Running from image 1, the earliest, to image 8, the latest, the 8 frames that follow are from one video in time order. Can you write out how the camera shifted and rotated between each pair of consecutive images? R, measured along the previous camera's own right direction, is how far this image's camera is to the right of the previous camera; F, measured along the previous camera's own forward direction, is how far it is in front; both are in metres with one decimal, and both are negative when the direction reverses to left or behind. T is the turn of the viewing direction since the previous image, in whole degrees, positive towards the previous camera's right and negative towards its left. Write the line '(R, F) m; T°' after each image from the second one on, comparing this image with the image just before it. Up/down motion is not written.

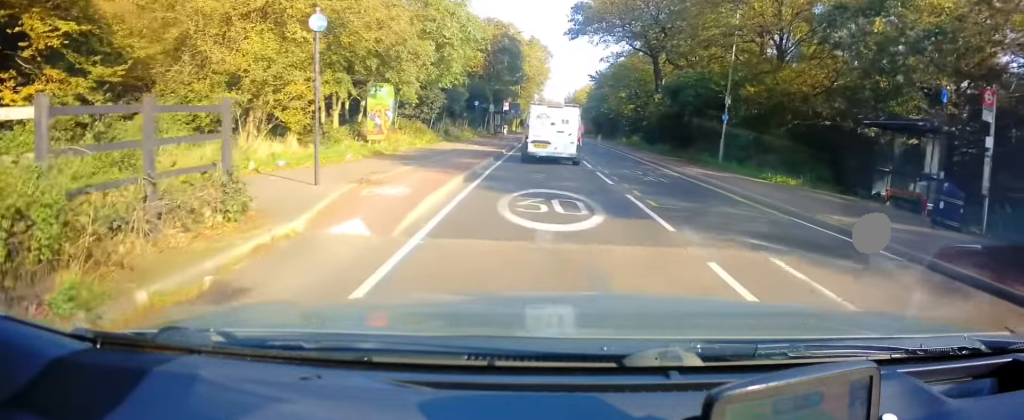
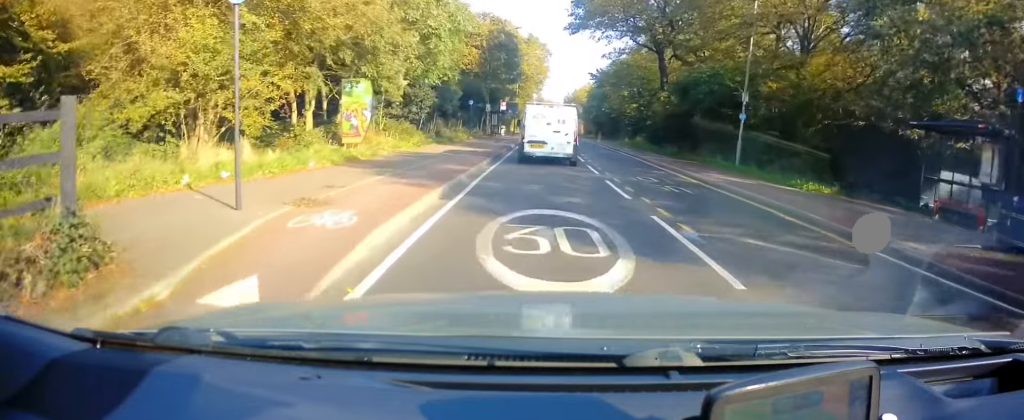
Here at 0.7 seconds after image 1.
(+0.2, +2.7) m; +3°
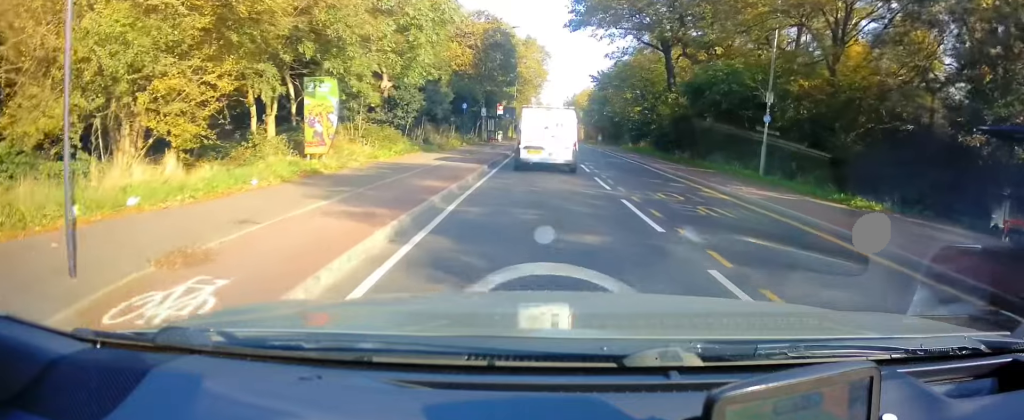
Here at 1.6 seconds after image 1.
(0.0, +3.2) m; -4°
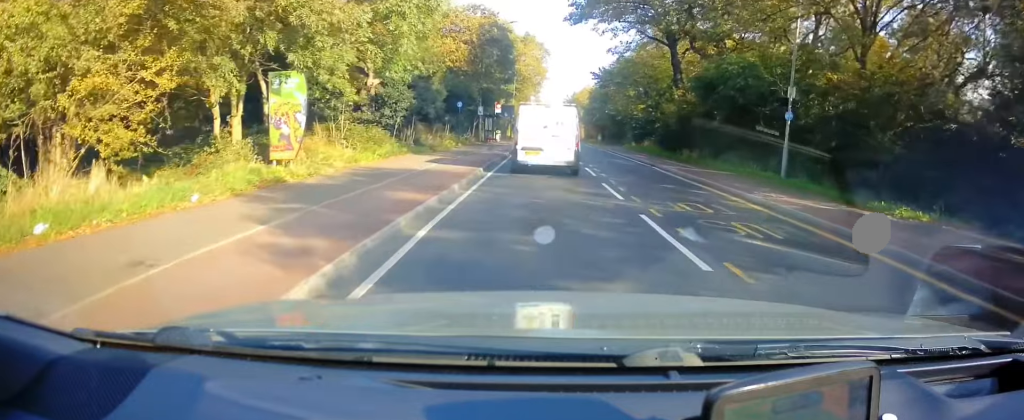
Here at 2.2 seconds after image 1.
(-0.1, +2.2) m; -1°
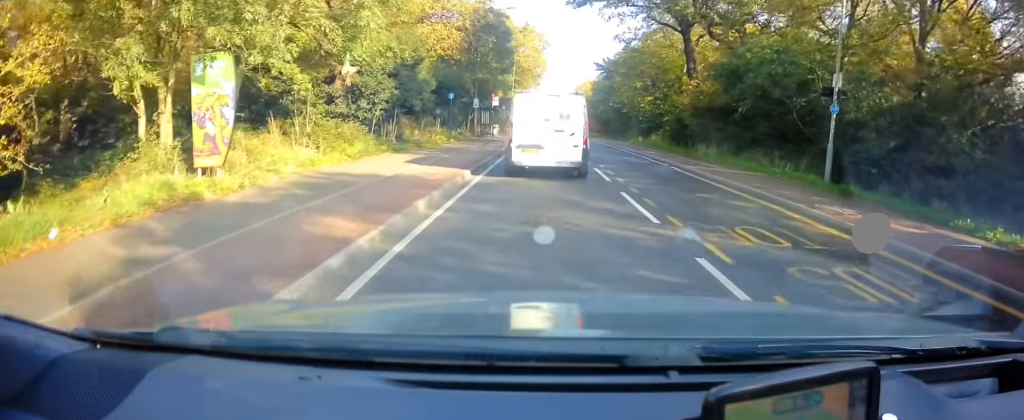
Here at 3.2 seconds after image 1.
(0.0, +3.6) m; +1°
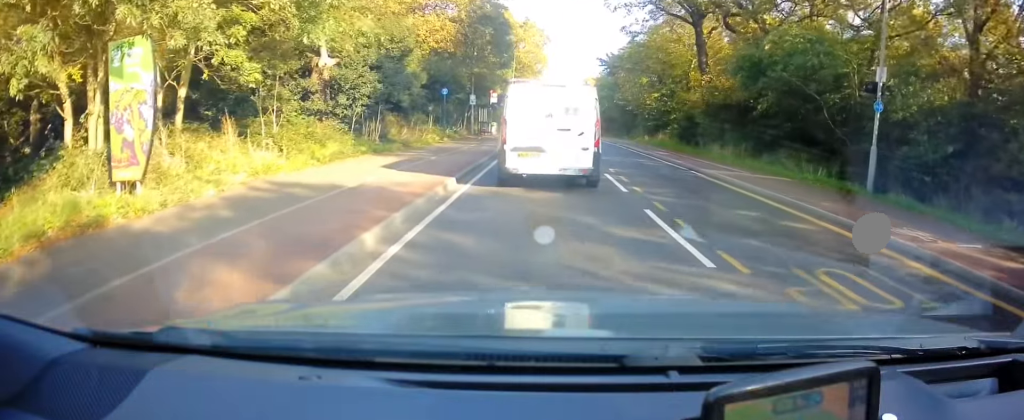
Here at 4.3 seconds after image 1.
(+0.1, +3.0) m; 0°
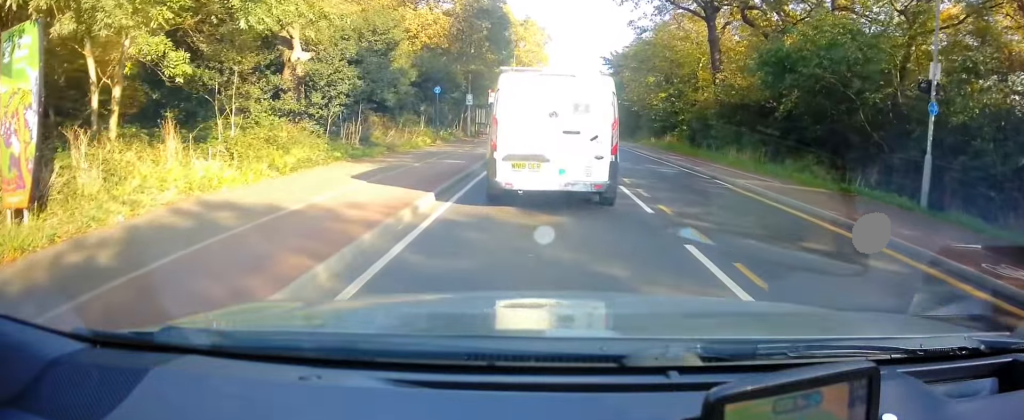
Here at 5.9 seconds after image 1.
(-0.1, +3.3) m; -6°
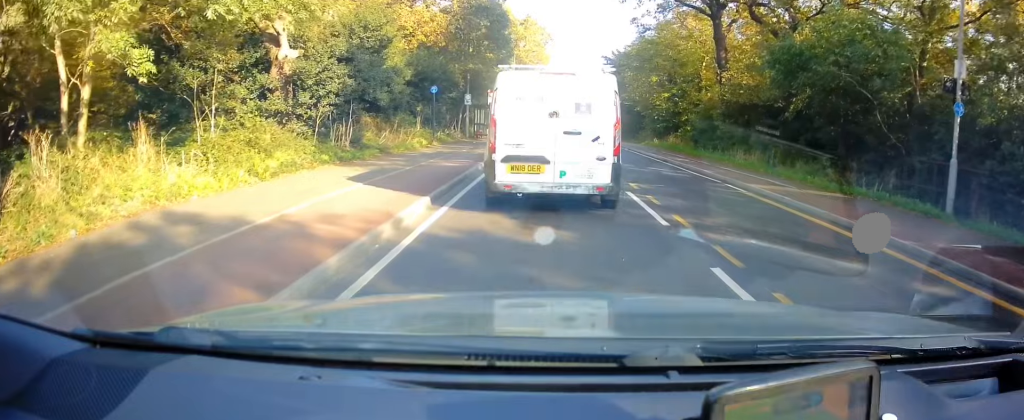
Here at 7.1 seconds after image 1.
(+0.1, +1.2) m; 0°
